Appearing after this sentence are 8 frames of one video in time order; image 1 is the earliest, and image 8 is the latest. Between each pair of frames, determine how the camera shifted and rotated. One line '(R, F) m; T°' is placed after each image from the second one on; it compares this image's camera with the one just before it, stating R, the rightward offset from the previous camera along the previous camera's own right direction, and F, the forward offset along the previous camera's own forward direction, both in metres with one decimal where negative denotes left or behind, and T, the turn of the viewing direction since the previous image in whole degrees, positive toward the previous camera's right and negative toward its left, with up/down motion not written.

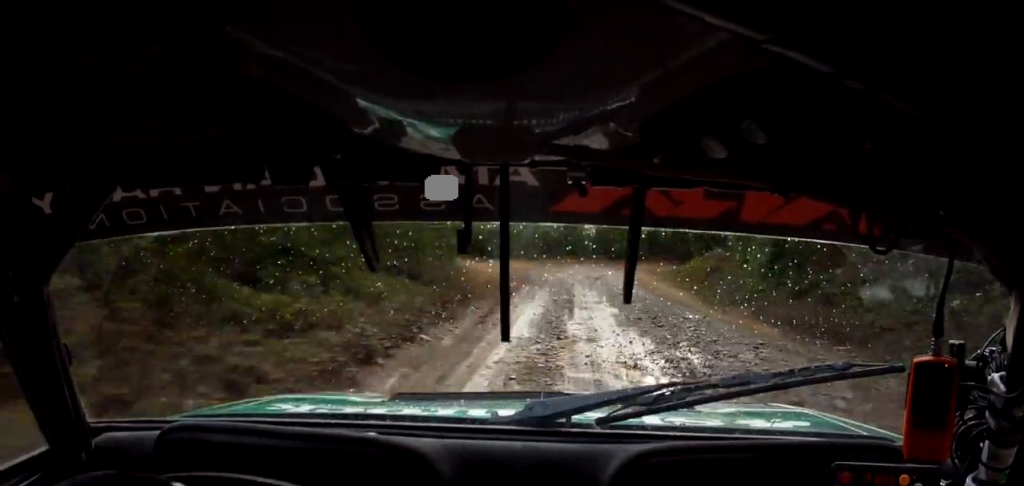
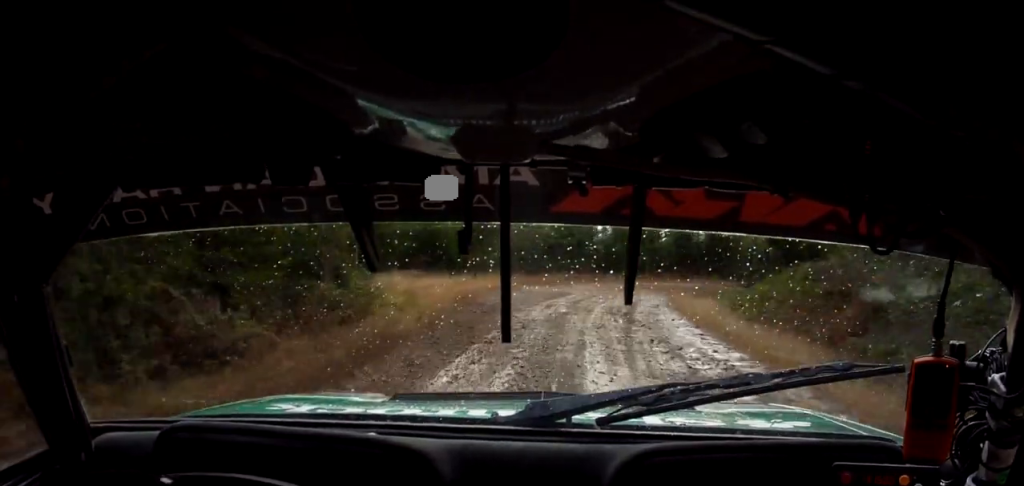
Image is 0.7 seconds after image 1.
(-0.1, +15.5) m; -1°
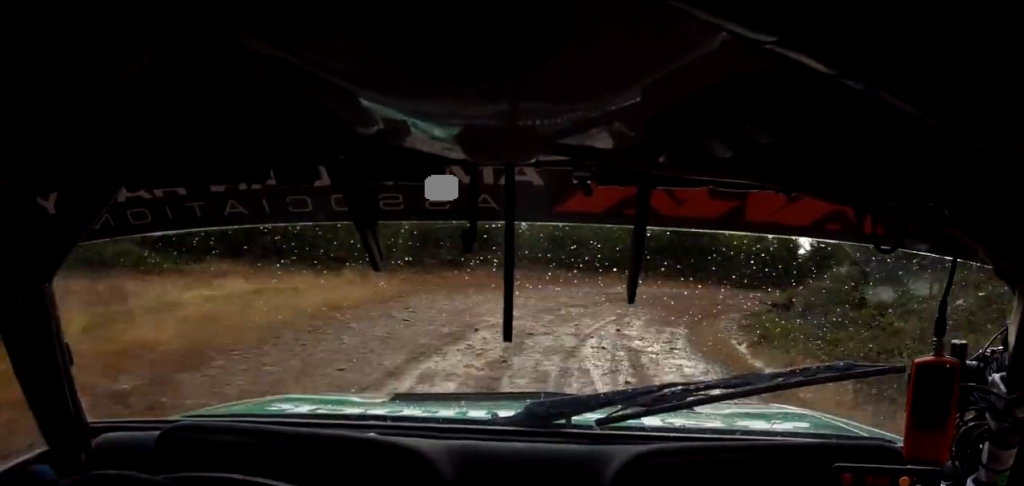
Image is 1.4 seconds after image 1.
(-0.2, +13.4) m; +3°
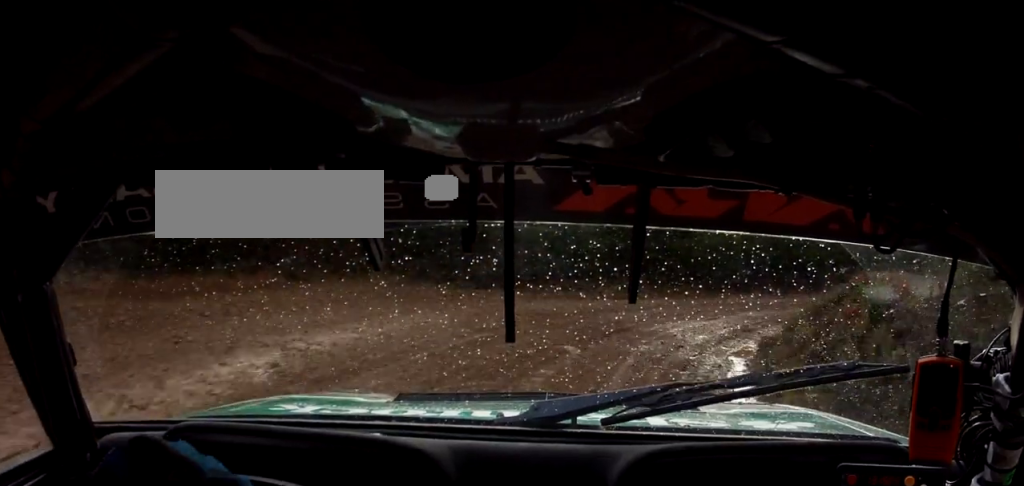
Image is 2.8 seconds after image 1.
(+2.4, +22.8) m; +21°
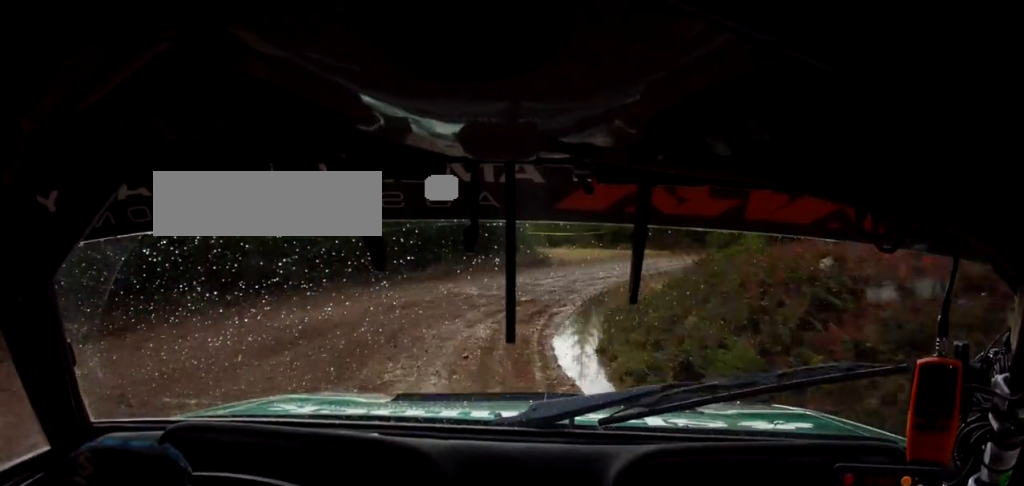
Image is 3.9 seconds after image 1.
(+4.3, +14.7) m; +31°
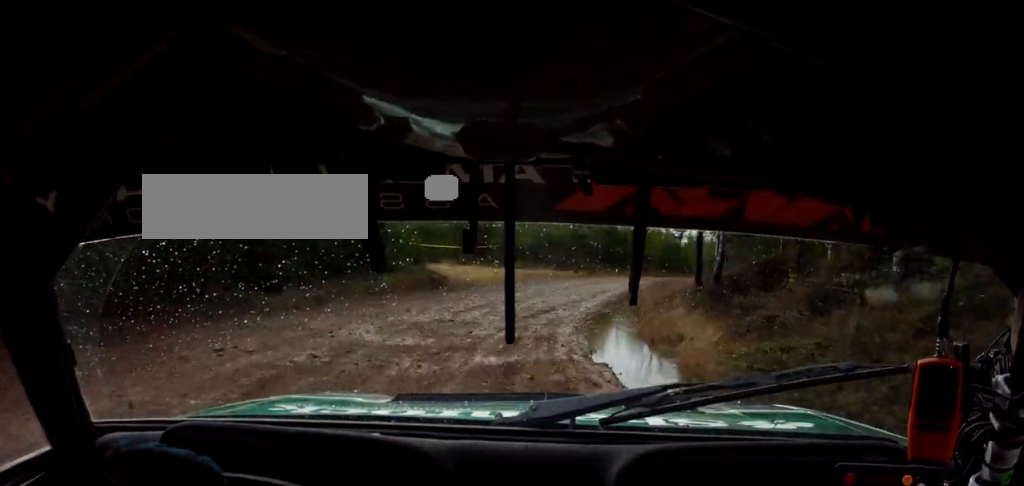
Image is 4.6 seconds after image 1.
(+1.5, +9.7) m; +17°
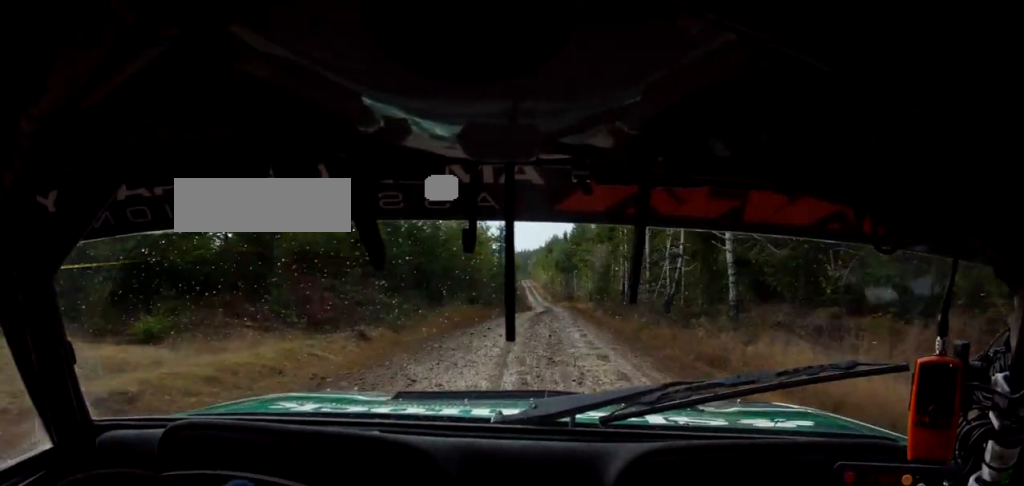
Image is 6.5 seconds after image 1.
(+8.2, +30.7) m; +21°
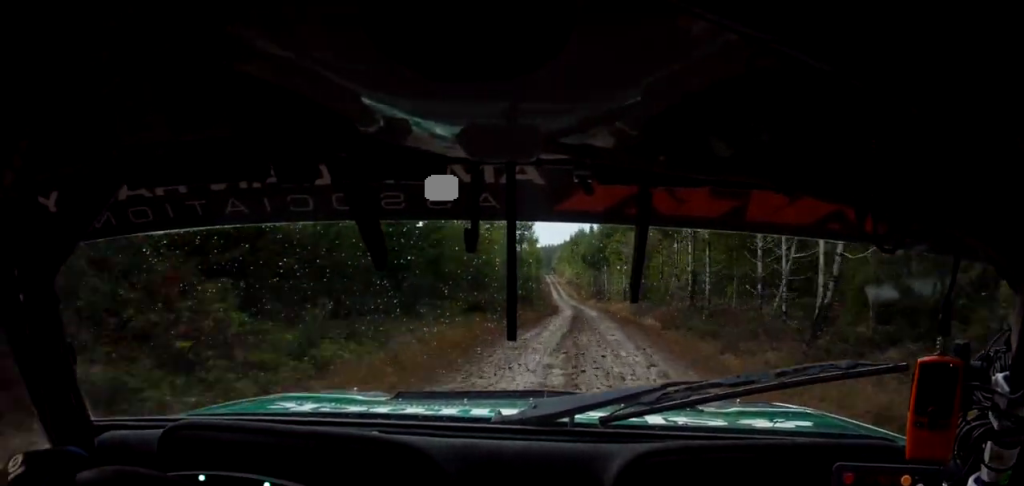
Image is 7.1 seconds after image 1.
(+0.4, +12.6) m; +2°
